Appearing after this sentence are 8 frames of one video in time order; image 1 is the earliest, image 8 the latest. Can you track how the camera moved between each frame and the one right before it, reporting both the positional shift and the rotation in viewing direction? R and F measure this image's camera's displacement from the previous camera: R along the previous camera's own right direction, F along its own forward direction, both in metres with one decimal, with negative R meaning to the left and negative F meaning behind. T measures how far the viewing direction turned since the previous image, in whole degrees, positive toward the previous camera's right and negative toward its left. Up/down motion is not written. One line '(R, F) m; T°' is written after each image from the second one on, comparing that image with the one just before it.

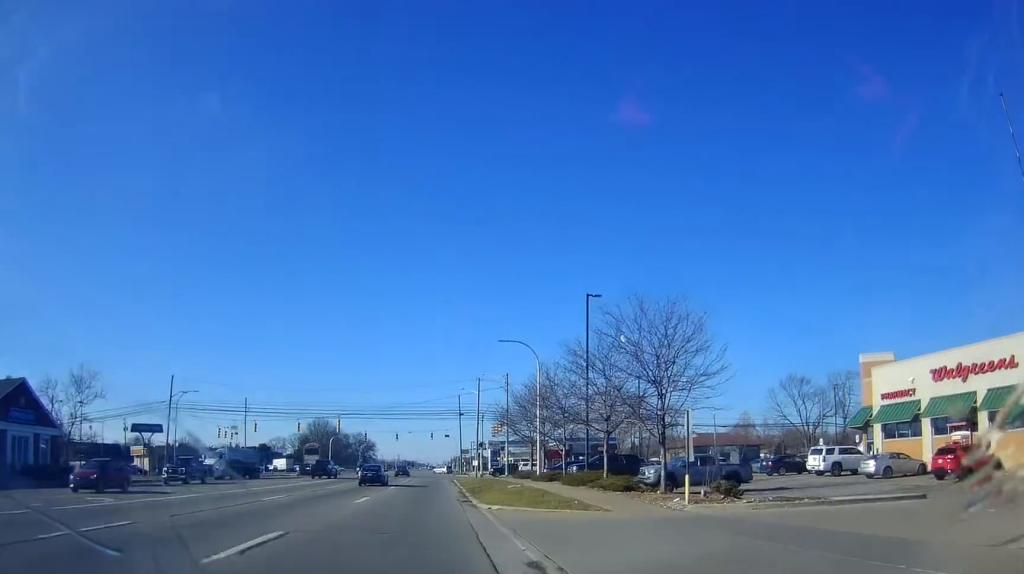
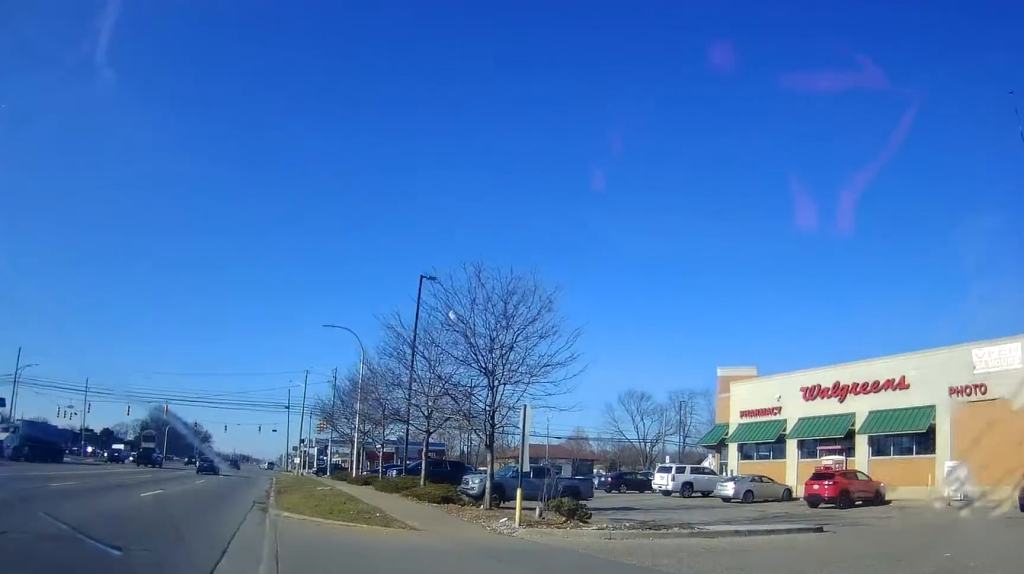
(+0.6, +5.3) m; +9°
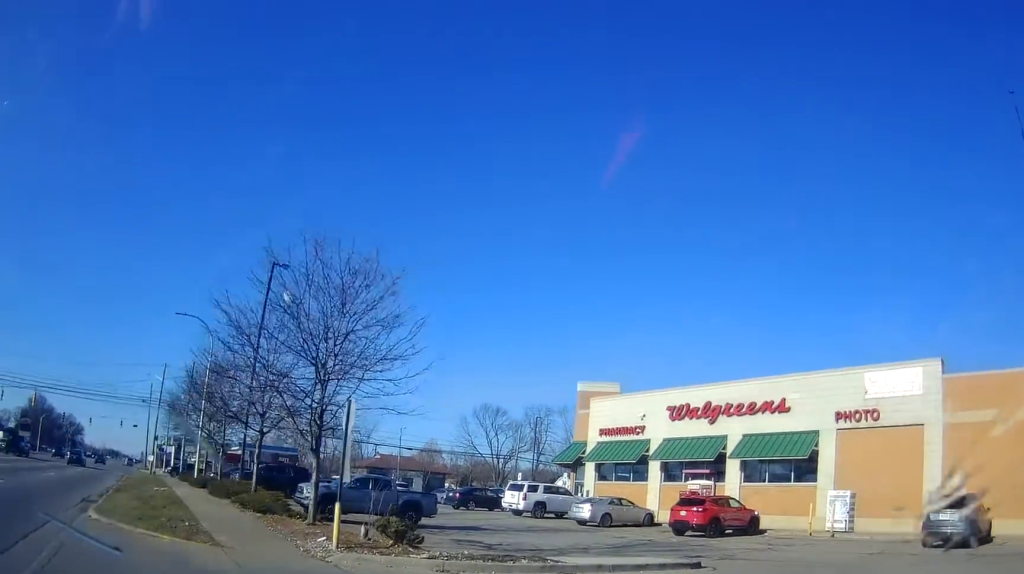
(-0.1, +2.4) m; +7°
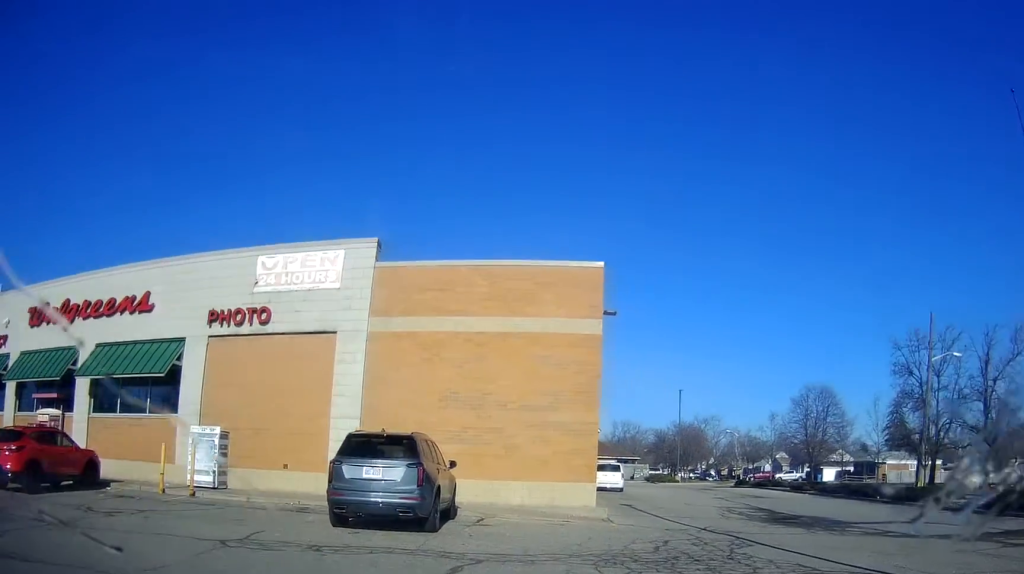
(+3.5, +5.7) m; +60°
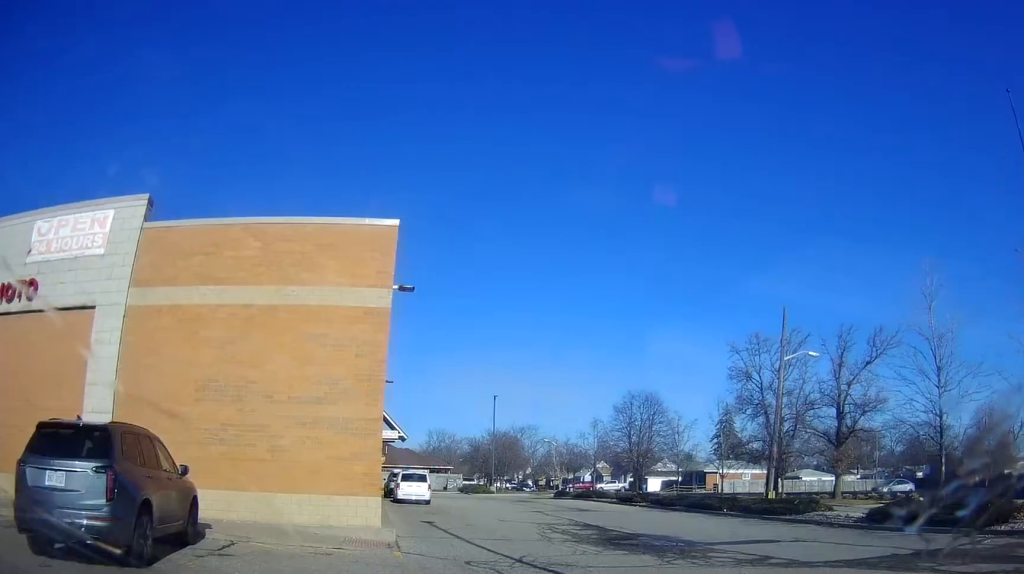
(+0.2, +3.0) m; +4°
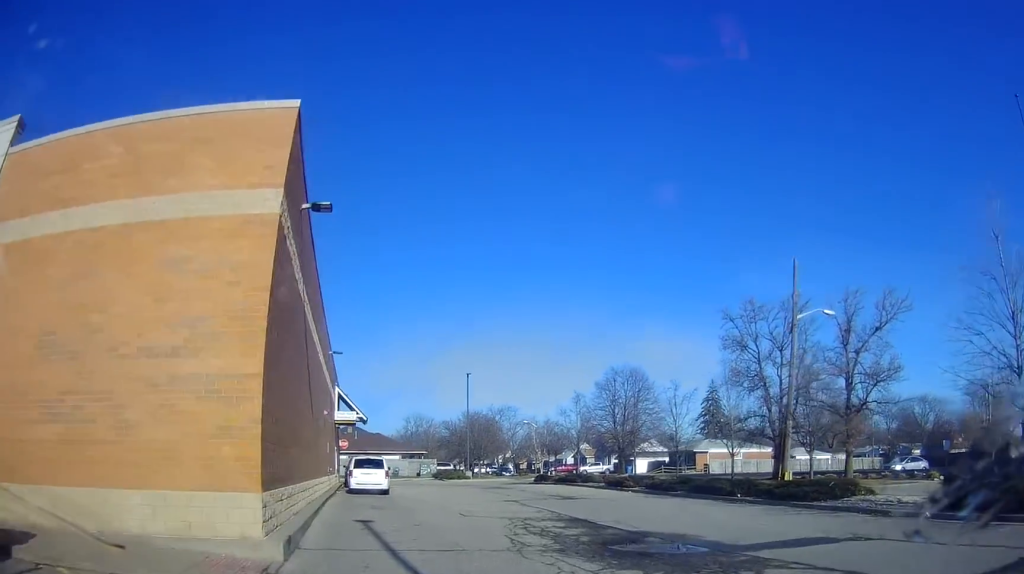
(0.0, +4.5) m; 0°
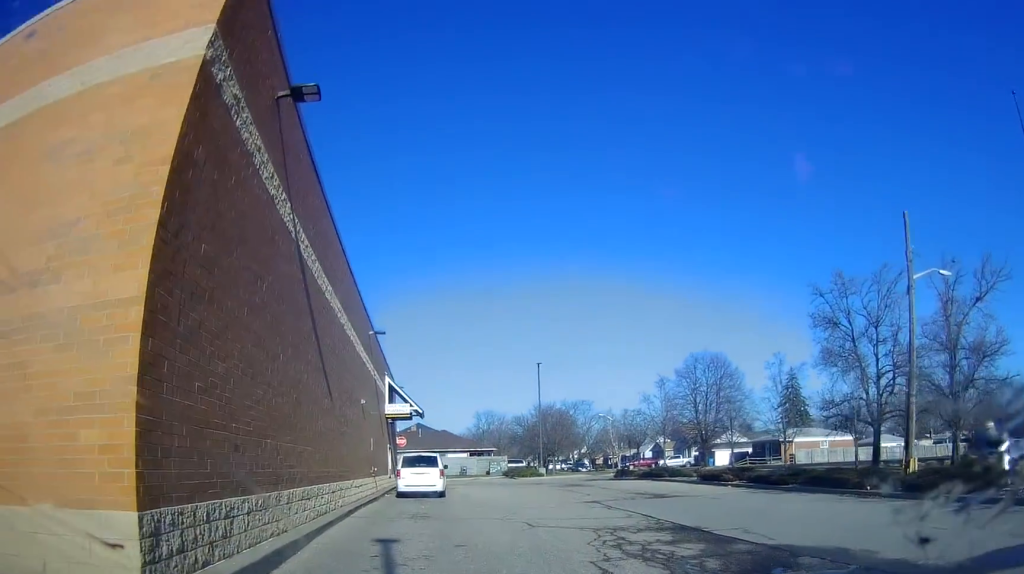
(0.0, +4.6) m; -8°
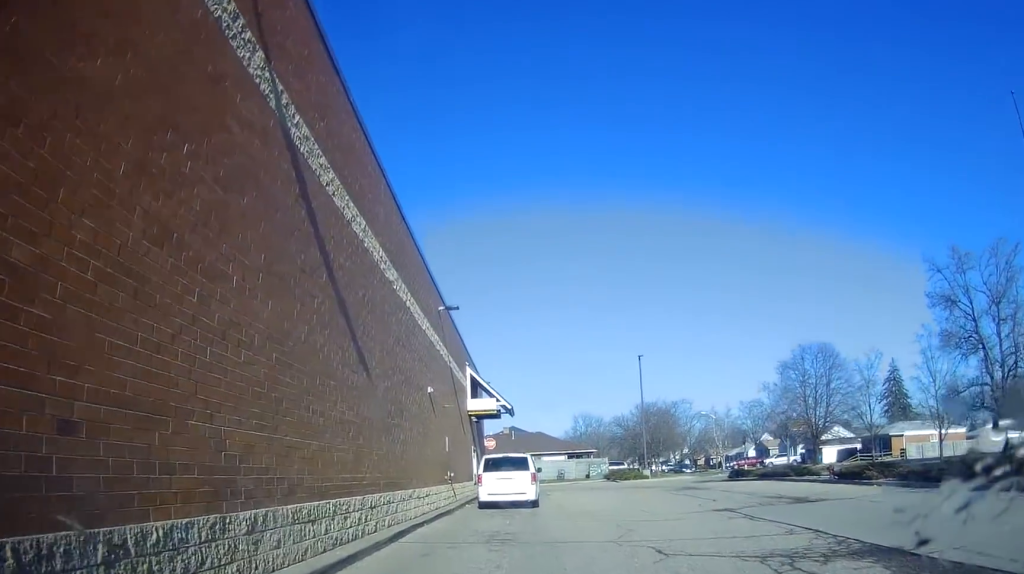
(-0.6, +4.6) m; -3°
